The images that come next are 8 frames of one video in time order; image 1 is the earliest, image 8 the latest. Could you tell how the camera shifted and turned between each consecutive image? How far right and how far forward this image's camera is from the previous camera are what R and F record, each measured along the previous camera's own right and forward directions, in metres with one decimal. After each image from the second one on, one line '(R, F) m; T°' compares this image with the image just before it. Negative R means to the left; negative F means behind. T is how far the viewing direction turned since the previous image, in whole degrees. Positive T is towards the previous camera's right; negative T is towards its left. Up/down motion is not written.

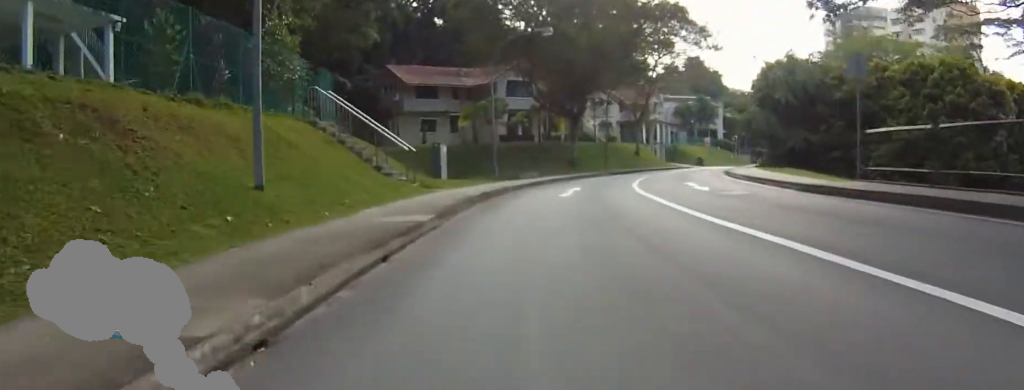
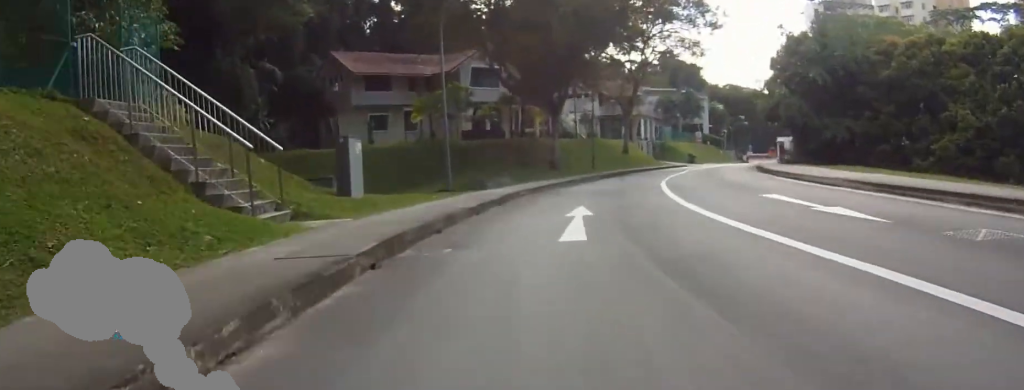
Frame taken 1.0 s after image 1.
(-0.1, +9.4) m; 0°
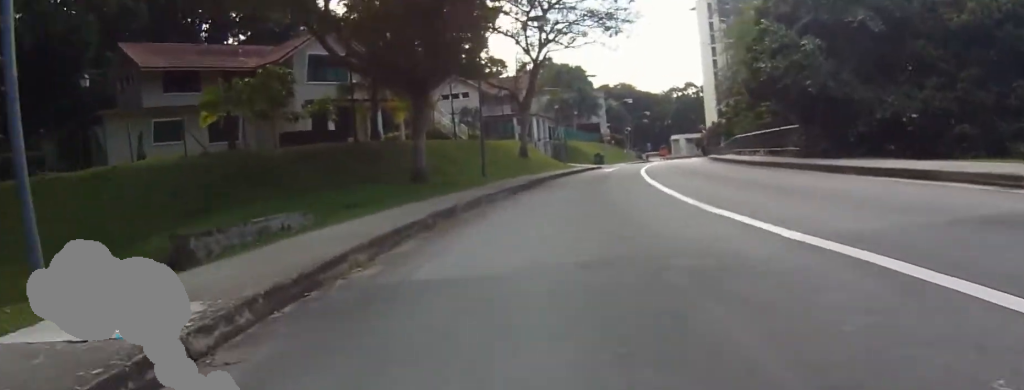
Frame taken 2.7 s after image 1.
(-0.4, +15.2) m; 0°
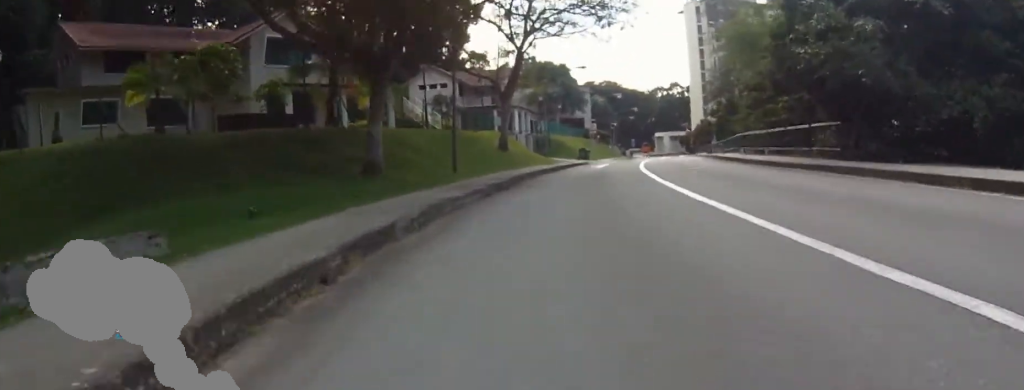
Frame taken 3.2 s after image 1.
(+0.6, +4.2) m; +1°
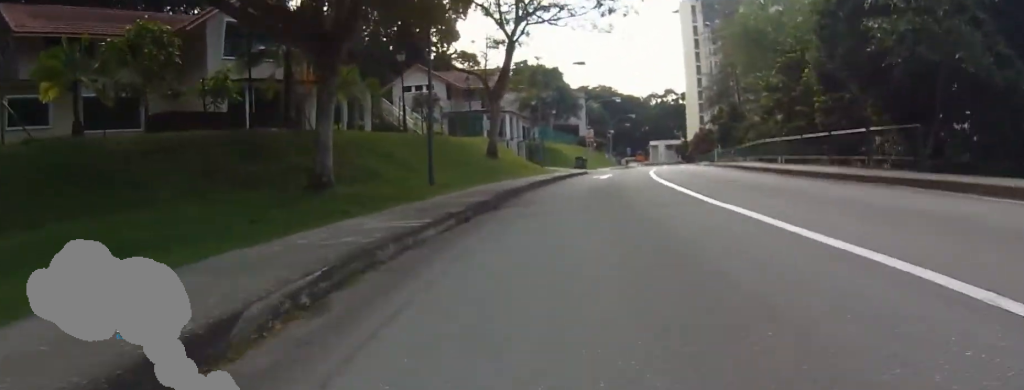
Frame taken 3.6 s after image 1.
(+0.3, +4.1) m; +1°
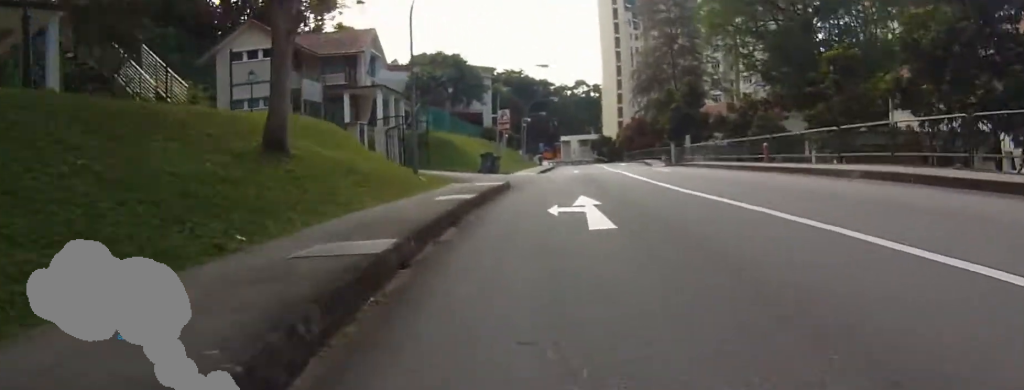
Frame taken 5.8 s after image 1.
(+0.6, +17.8) m; +10°
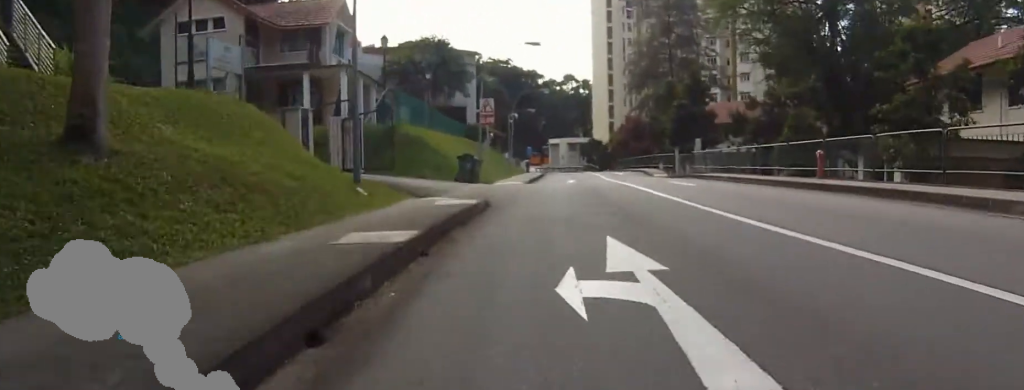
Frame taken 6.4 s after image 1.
(+0.3, +4.8) m; 0°
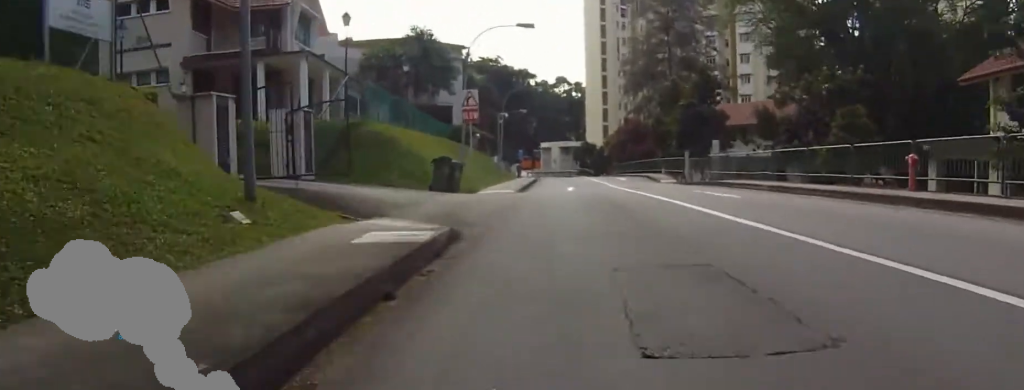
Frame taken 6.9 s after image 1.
(-0.1, +4.6) m; 0°
